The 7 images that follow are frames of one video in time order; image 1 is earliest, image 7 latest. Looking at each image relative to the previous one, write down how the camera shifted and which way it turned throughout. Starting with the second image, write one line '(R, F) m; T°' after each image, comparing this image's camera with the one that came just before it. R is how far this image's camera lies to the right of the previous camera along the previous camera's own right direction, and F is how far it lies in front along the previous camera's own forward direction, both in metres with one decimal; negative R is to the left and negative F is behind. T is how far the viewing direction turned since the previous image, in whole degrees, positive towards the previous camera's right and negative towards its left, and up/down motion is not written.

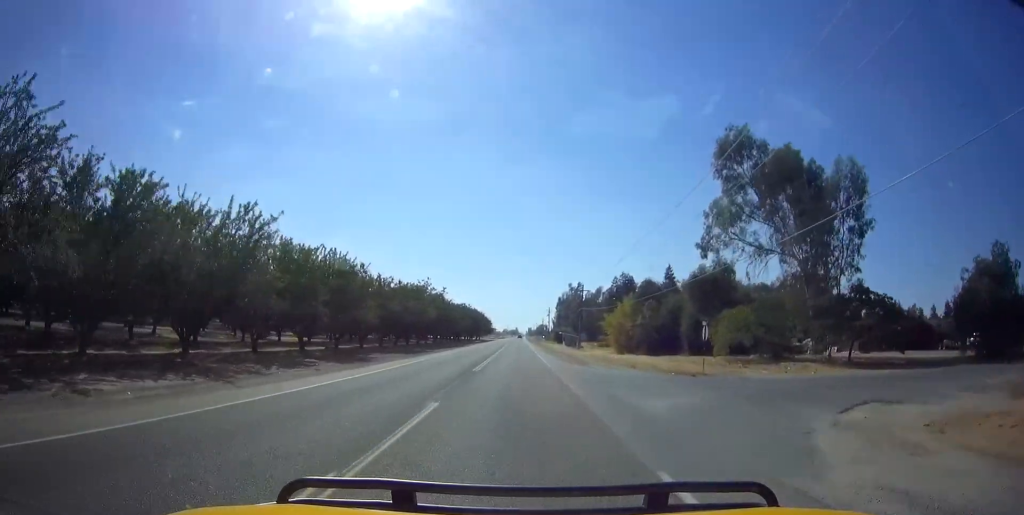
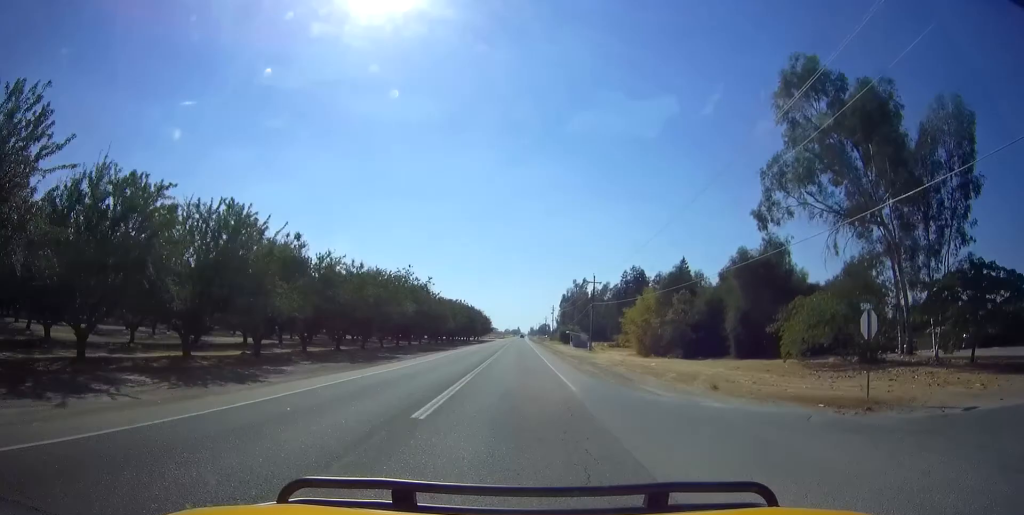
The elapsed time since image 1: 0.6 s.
(-0.1, +13.5) m; 0°
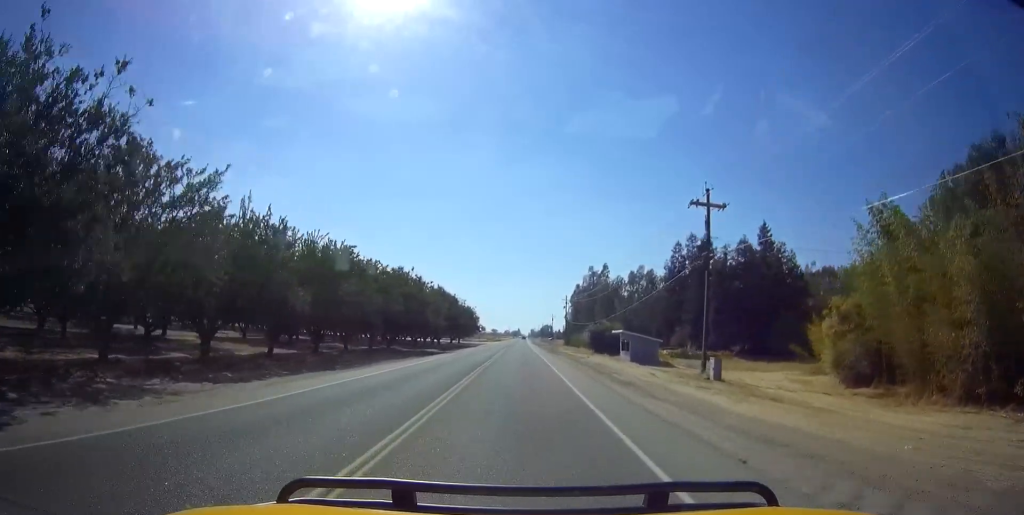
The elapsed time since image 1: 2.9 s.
(+0.4, +52.7) m; +1°
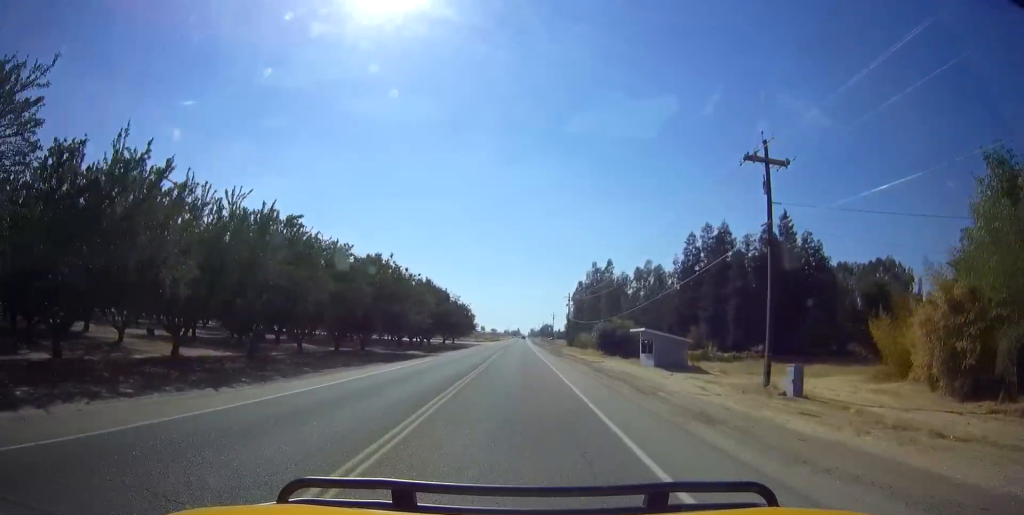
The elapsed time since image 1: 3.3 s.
(0.0, +9.1) m; 0°
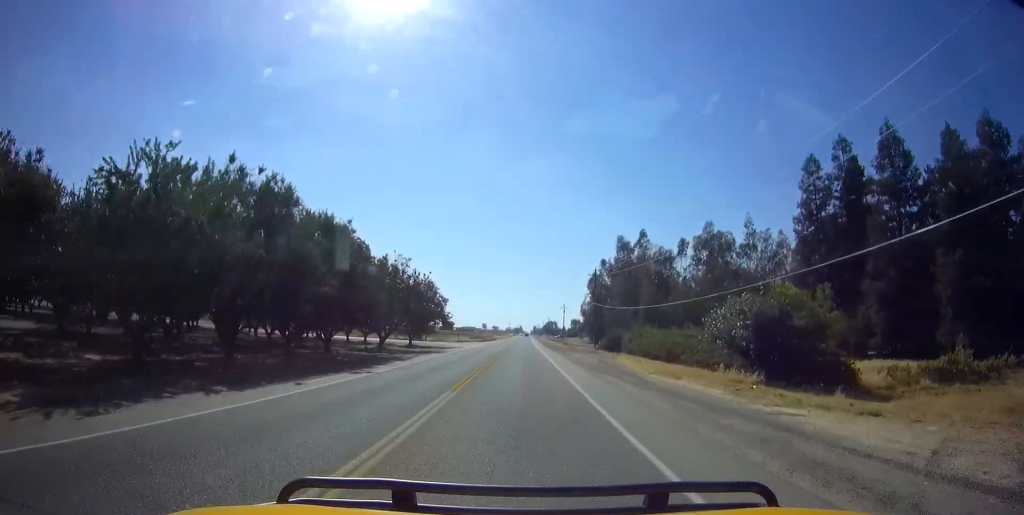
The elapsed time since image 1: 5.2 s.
(+0.8, +41.9) m; 0°
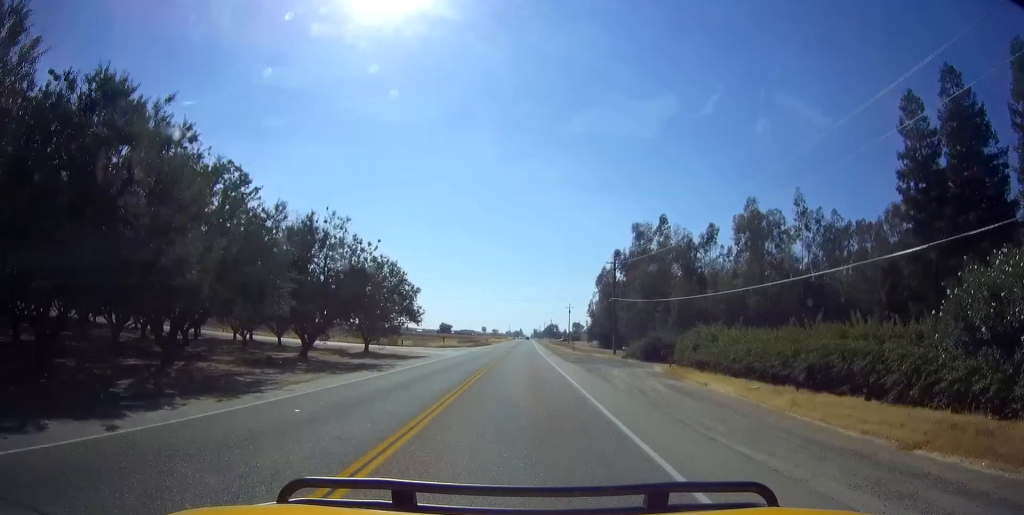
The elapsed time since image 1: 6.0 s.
(-0.4, +17.2) m; +2°
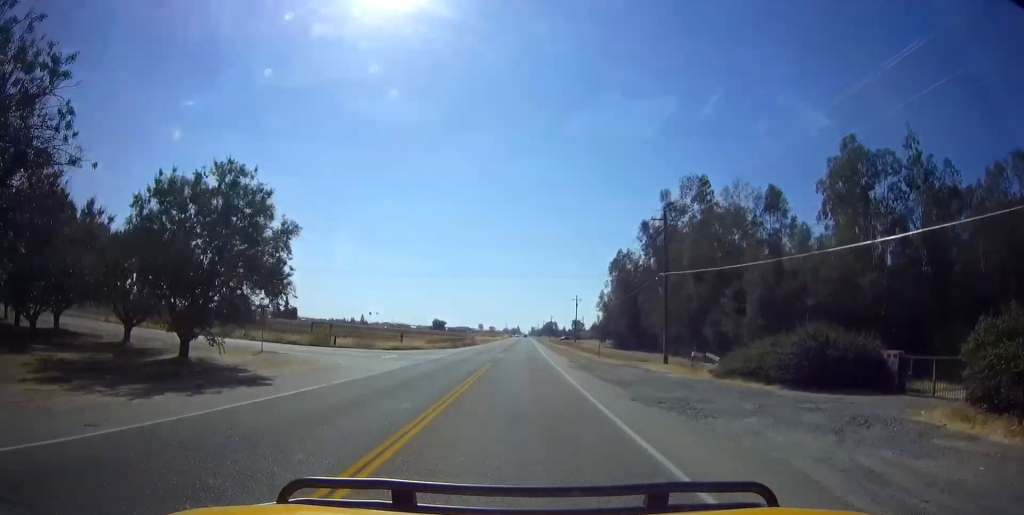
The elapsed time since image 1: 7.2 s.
(+1.4, +24.1) m; +2°
